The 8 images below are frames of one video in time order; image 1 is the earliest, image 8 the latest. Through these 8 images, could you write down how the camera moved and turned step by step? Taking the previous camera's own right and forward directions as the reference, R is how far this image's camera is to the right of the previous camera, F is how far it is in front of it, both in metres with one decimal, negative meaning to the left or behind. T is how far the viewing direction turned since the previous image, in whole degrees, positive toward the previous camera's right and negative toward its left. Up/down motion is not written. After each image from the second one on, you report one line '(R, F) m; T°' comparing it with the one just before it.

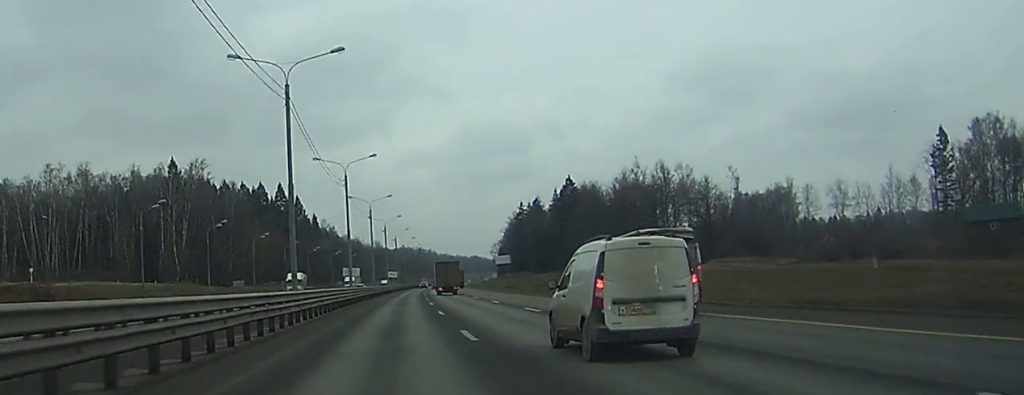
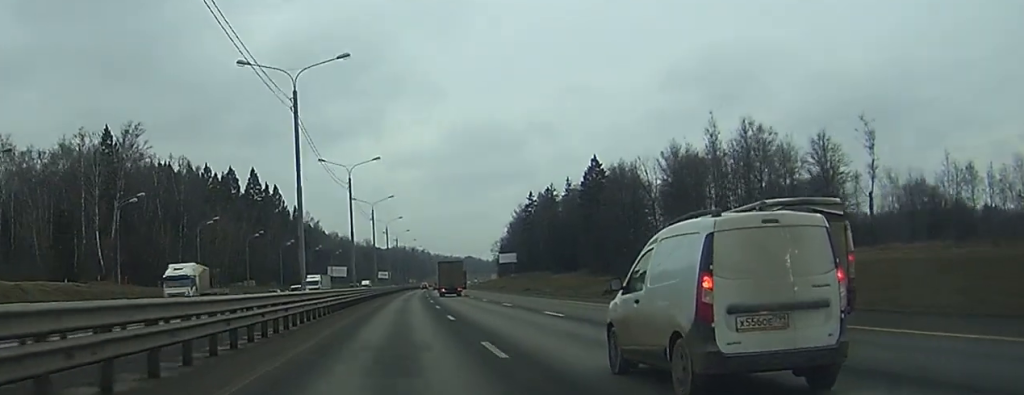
(+0.1, +36.5) m; 0°
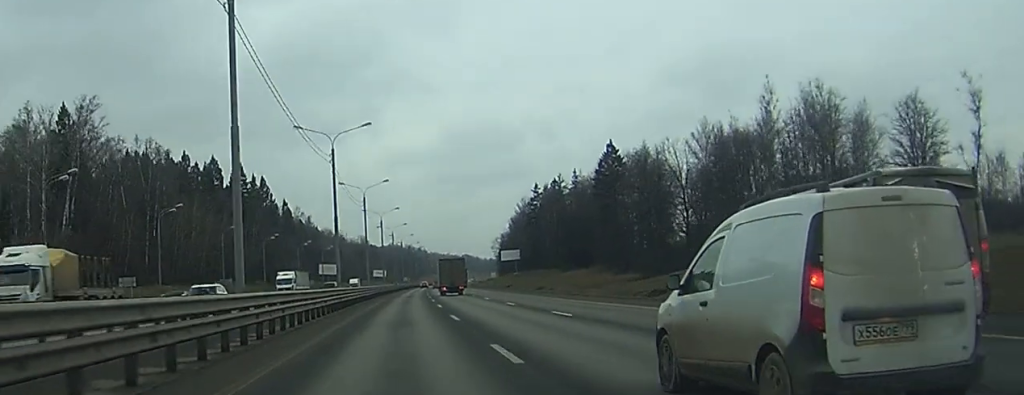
(0.0, +17.3) m; 0°
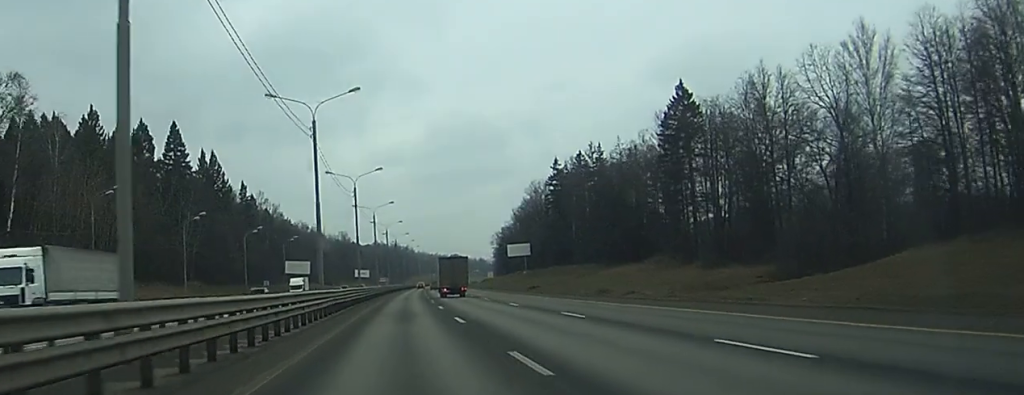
(+0.5, +50.1) m; +1°
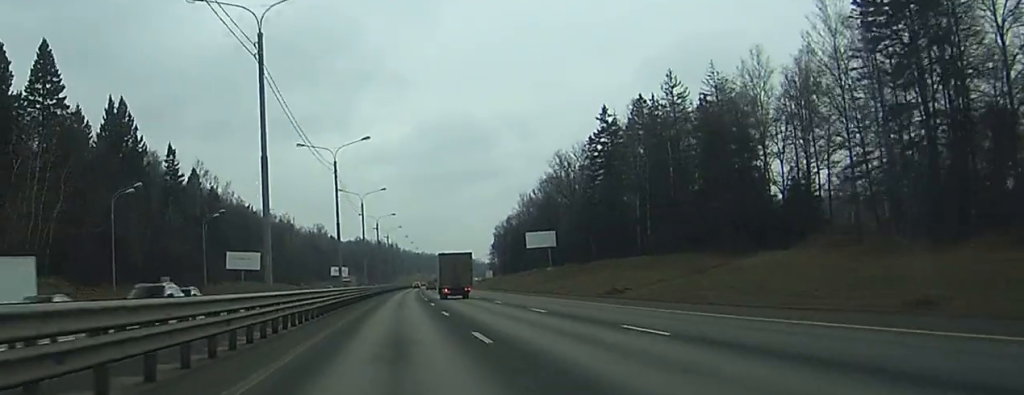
(+0.7, +58.0) m; +1°
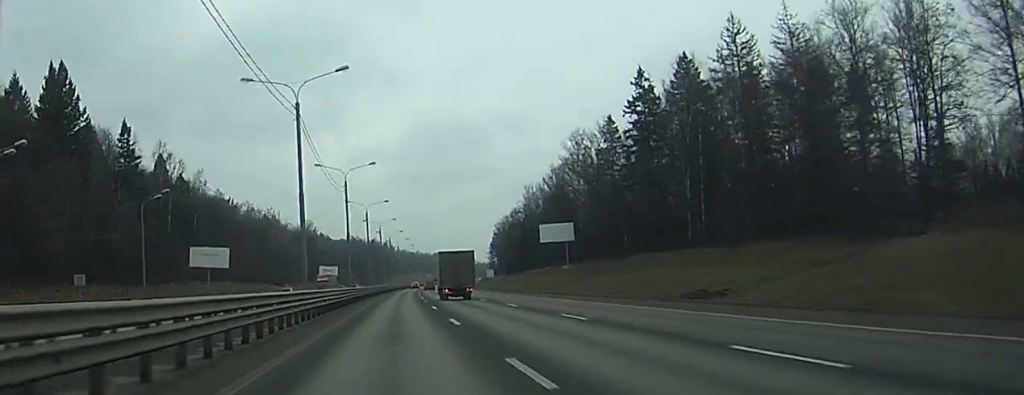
(+0.1, +24.1) m; 0°
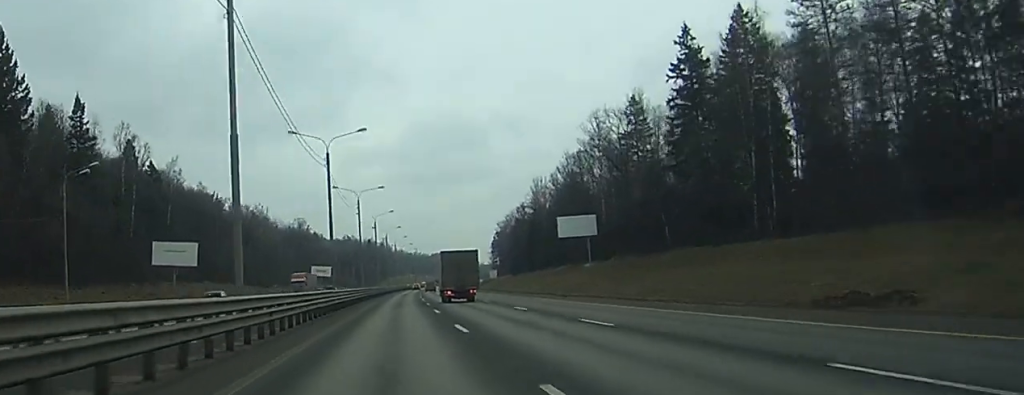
(0.0, +19.8) m; 0°
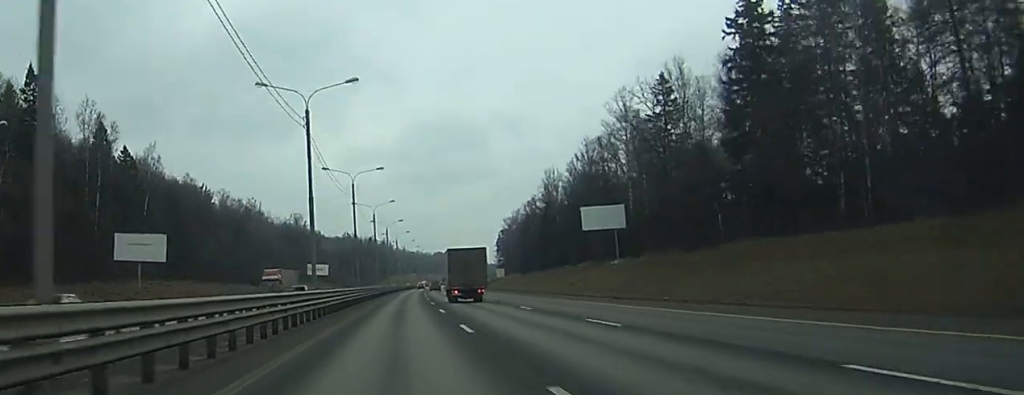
(0.0, +16.5) m; 0°
